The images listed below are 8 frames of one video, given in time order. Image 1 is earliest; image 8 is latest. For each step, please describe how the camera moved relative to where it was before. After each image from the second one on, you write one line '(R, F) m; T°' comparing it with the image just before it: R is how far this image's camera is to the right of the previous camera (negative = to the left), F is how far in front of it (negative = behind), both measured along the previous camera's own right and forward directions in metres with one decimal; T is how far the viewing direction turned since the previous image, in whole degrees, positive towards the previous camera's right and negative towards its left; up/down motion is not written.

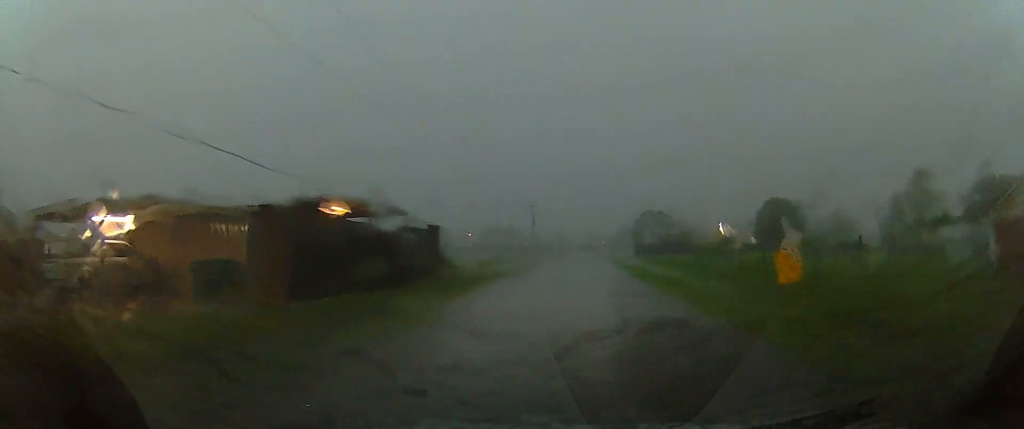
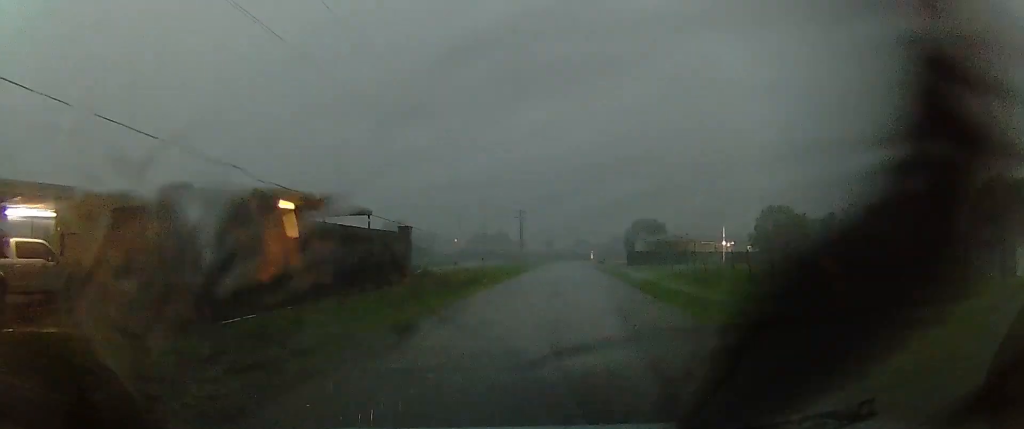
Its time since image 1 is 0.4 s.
(0.0, +3.7) m; 0°
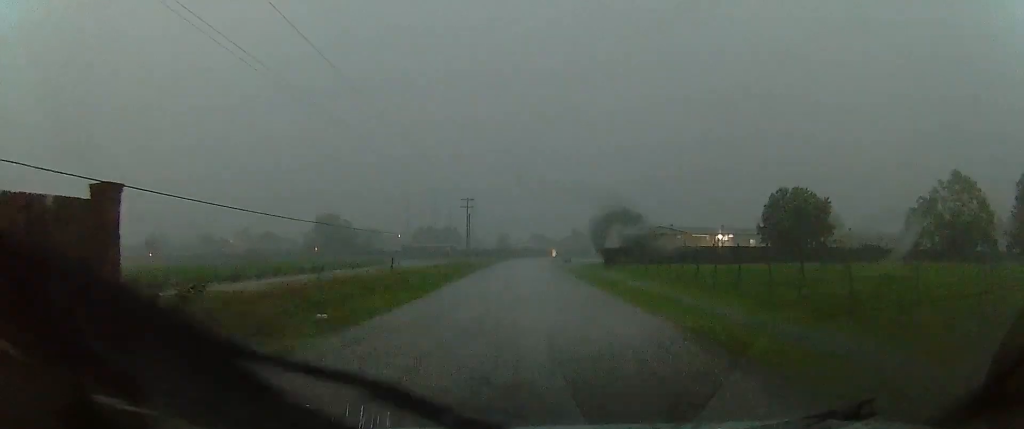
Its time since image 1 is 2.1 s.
(0.0, +16.7) m; 0°
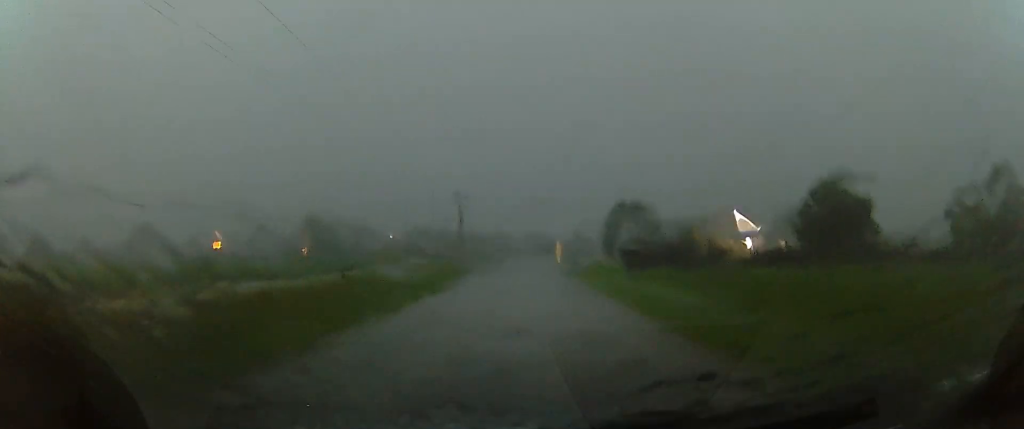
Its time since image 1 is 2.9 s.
(0.0, +8.7) m; 0°
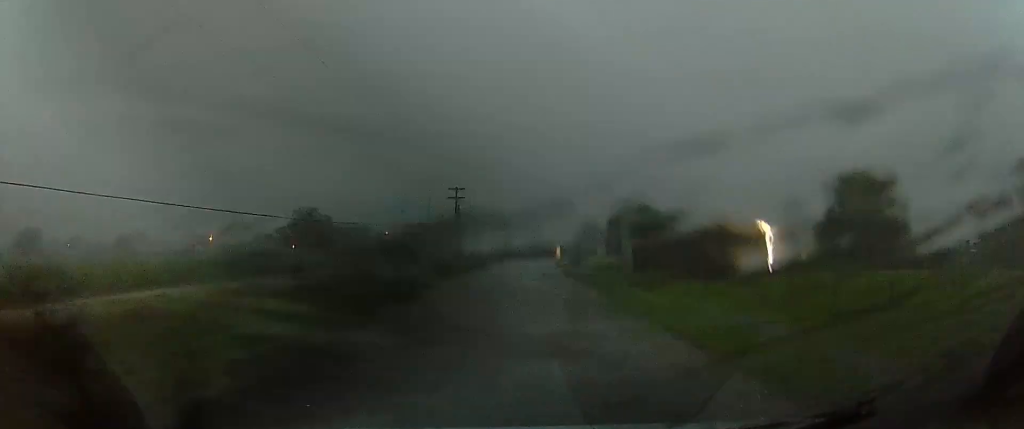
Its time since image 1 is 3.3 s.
(0.0, +5.2) m; 0°
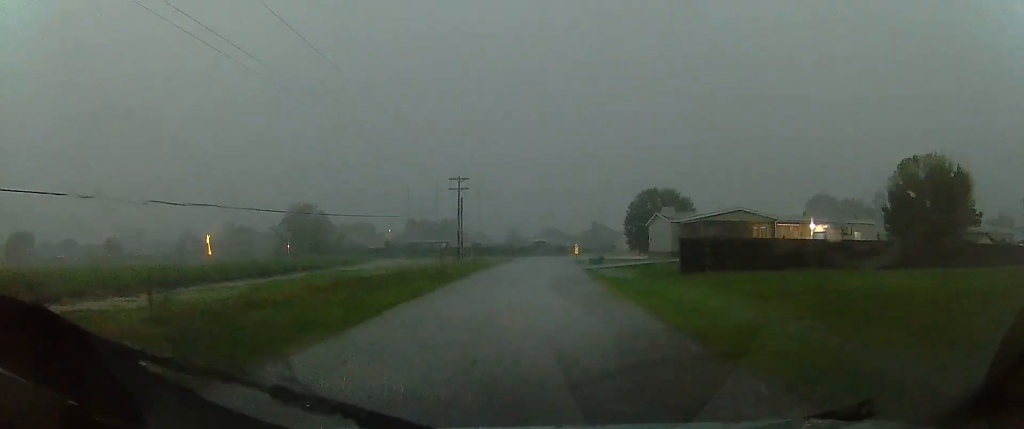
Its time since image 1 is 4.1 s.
(0.0, +8.9) m; 0°
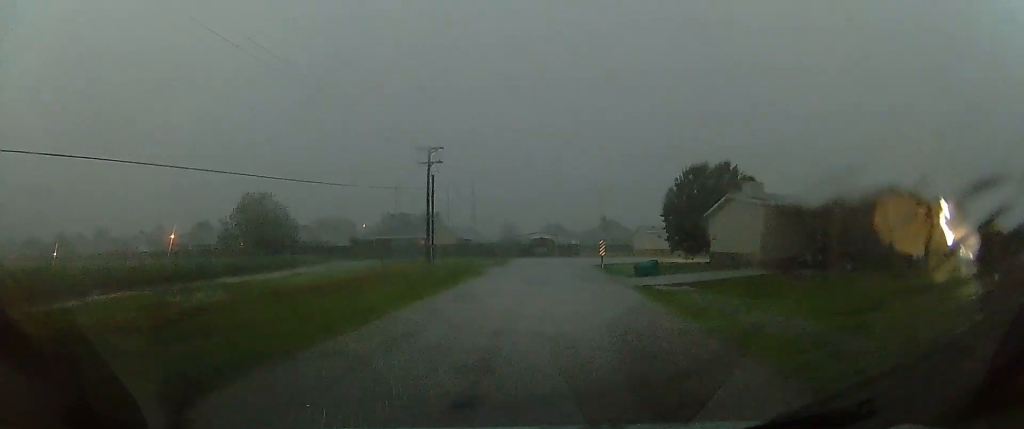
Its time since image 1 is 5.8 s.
(0.0, +21.0) m; 0°
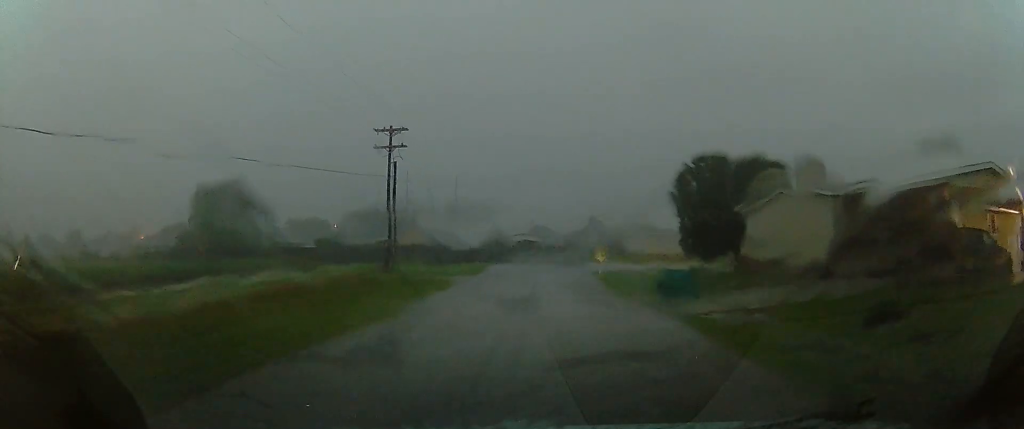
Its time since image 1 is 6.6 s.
(0.0, +8.6) m; 0°
